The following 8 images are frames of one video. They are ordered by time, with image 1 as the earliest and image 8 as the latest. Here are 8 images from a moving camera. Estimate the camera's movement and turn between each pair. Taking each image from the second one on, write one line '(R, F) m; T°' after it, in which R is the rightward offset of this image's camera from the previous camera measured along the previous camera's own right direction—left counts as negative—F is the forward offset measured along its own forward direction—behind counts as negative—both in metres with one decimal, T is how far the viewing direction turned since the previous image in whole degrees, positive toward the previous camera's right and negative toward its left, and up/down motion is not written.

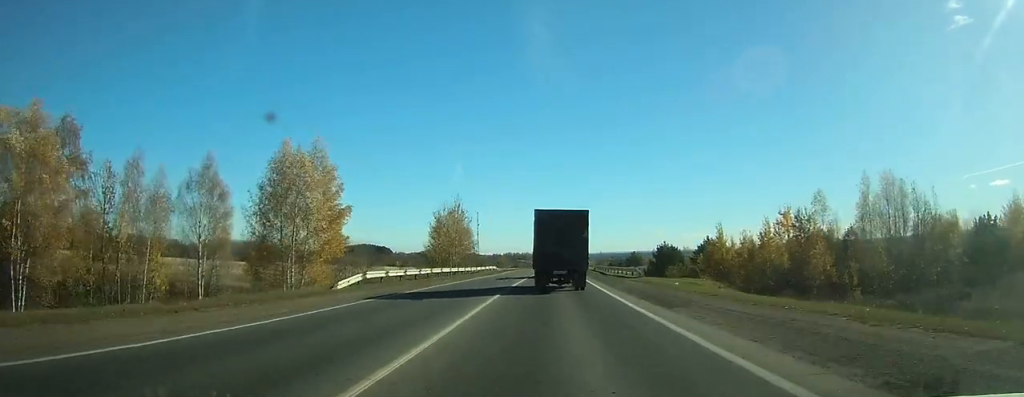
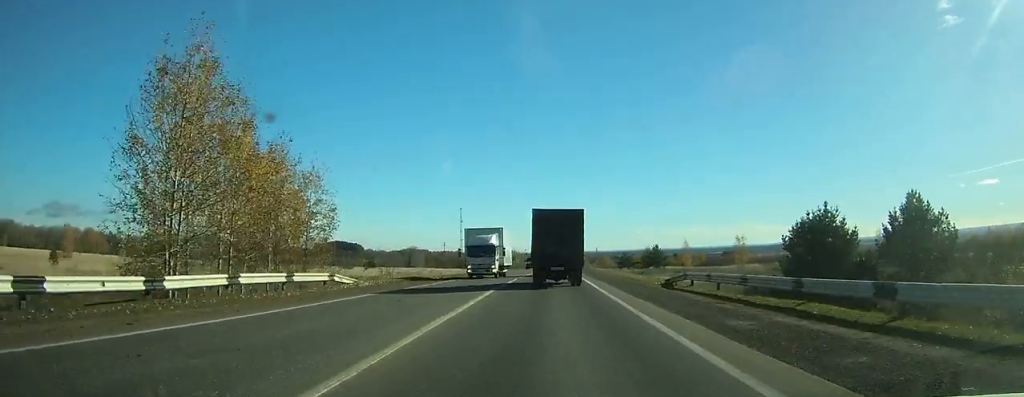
(+0.7, +54.7) m; +1°
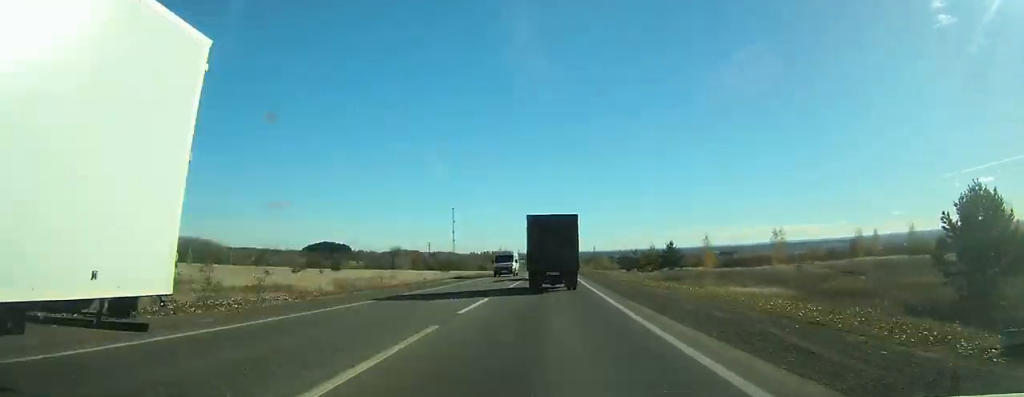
(+0.1, +20.8) m; 0°
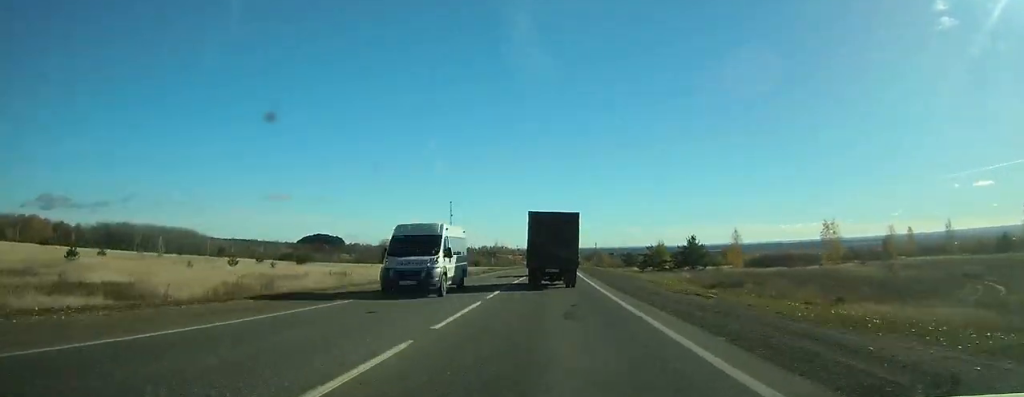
(0.0, +18.4) m; 0°
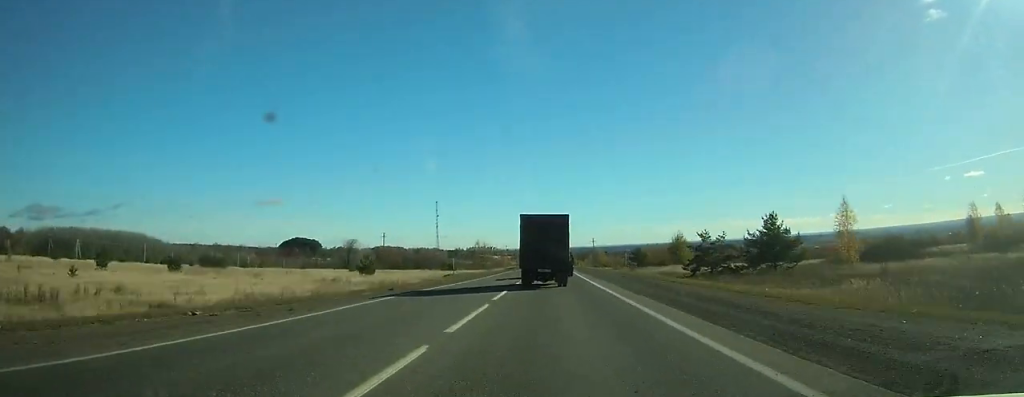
(+0.2, +39.2) m; +1°
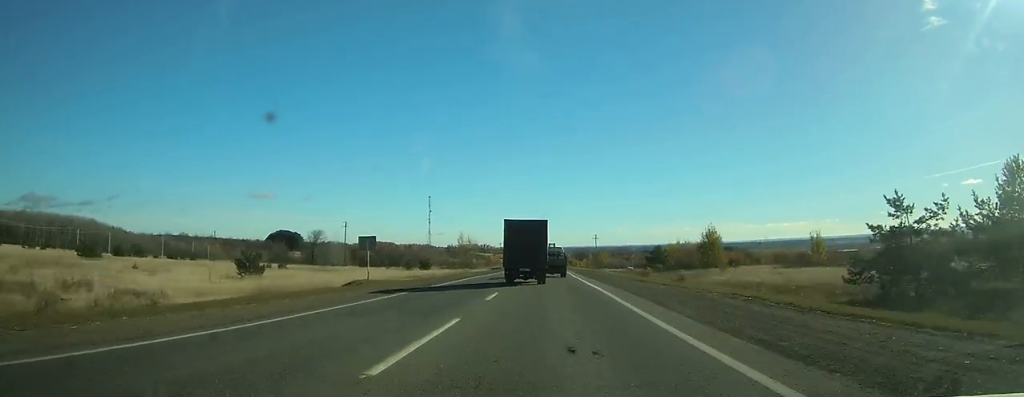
(+0.3, +36.6) m; +1°
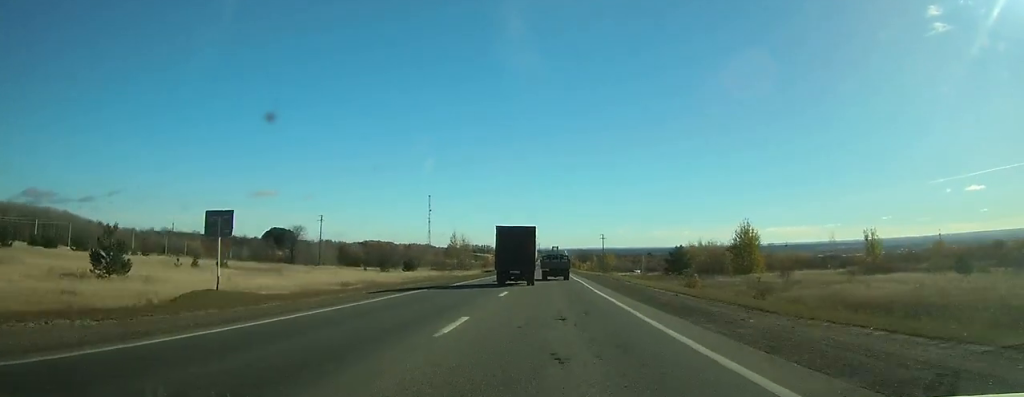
(+0.1, +21.6) m; 0°
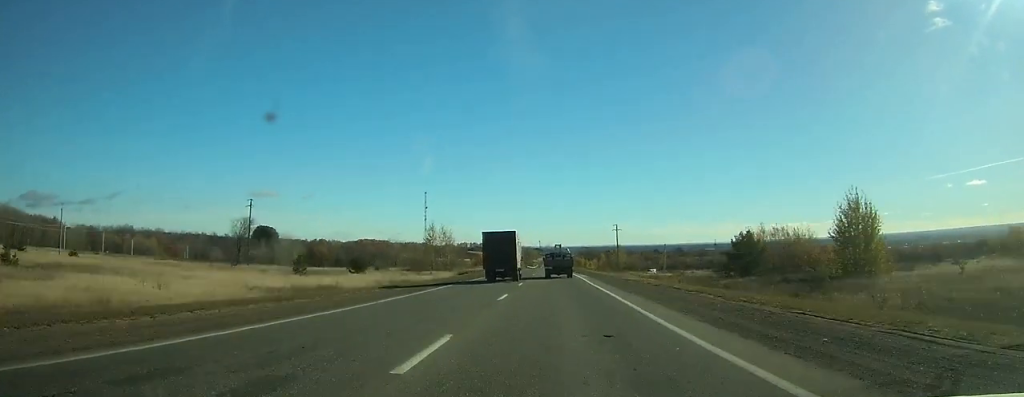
(0.0, +39.7) m; 0°
